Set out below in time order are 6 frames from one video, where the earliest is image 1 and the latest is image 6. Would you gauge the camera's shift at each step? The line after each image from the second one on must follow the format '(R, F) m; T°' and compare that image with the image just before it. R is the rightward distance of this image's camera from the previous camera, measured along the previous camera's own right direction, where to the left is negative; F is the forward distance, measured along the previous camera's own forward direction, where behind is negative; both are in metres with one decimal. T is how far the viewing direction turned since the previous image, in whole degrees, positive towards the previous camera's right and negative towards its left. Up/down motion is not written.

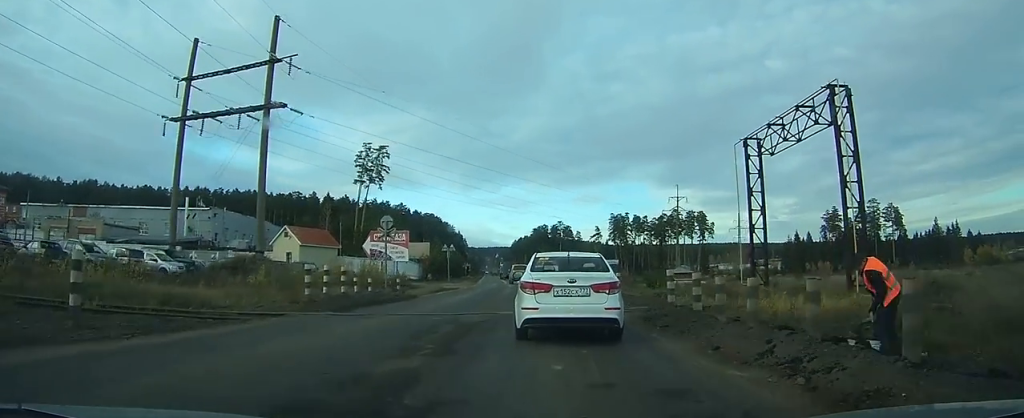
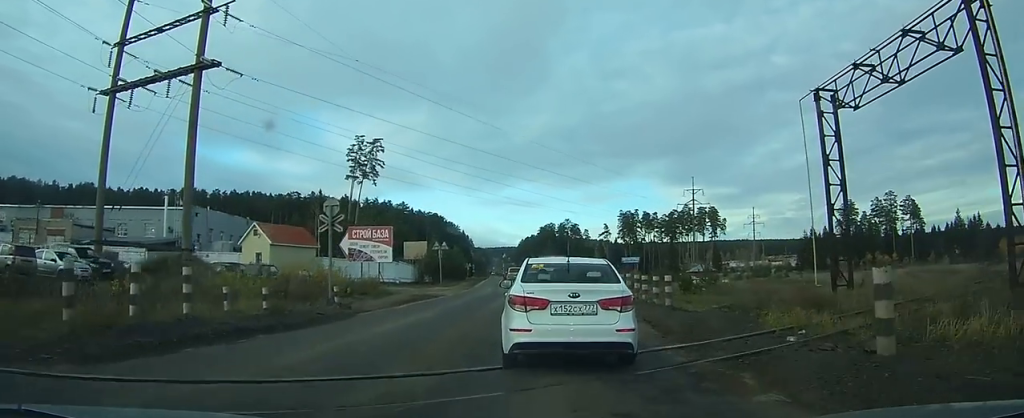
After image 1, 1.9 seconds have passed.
(+0.1, +7.0) m; 0°
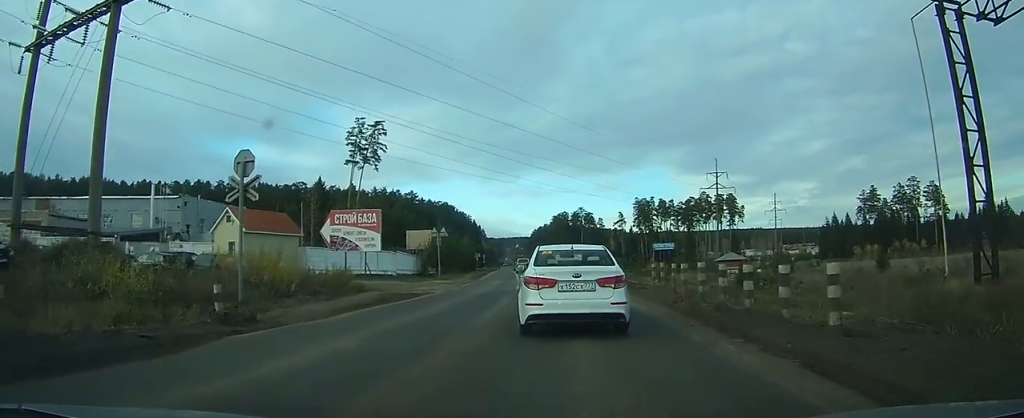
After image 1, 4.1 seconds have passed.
(-0.2, +9.0) m; -2°
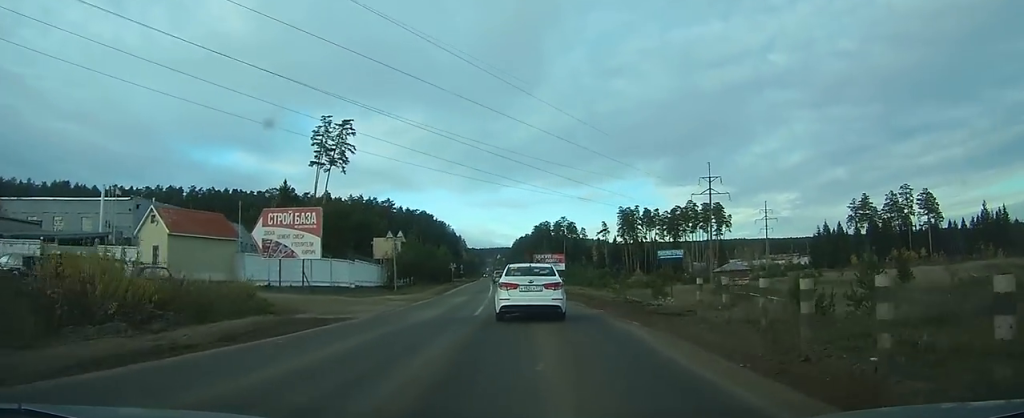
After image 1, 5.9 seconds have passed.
(-0.1, +8.6) m; -1°
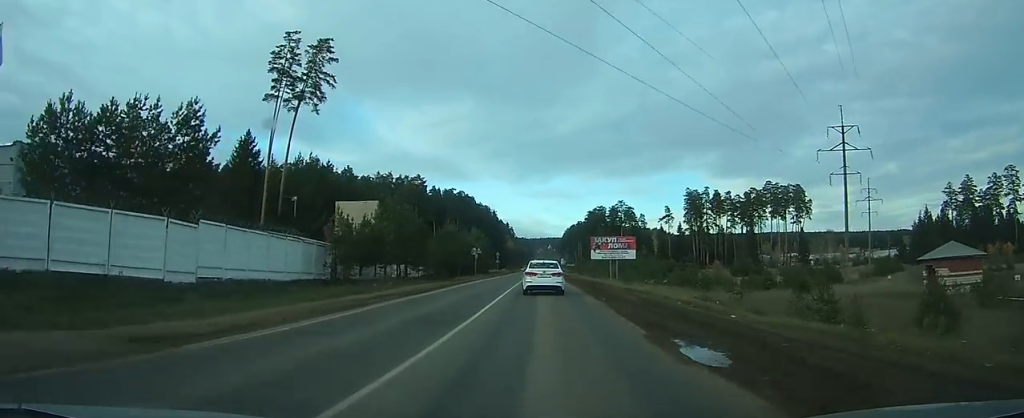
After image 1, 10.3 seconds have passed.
(-0.5, +30.1) m; -2°
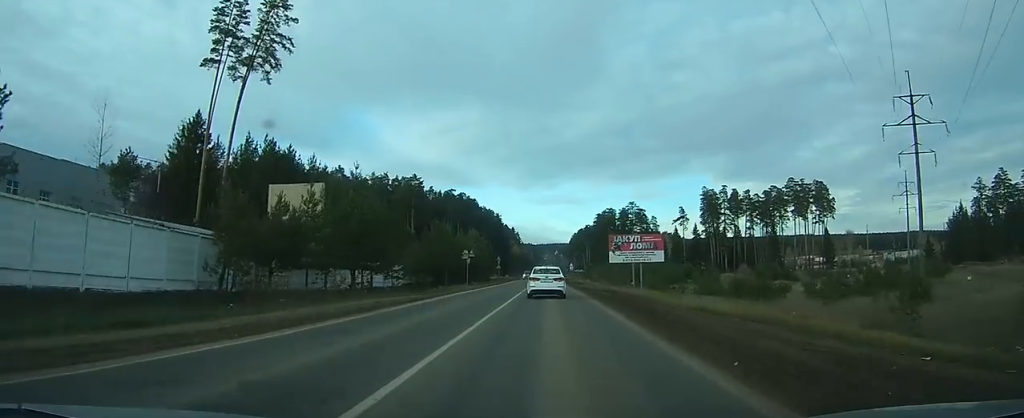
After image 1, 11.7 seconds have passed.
(-0.1, +13.3) m; -1°
